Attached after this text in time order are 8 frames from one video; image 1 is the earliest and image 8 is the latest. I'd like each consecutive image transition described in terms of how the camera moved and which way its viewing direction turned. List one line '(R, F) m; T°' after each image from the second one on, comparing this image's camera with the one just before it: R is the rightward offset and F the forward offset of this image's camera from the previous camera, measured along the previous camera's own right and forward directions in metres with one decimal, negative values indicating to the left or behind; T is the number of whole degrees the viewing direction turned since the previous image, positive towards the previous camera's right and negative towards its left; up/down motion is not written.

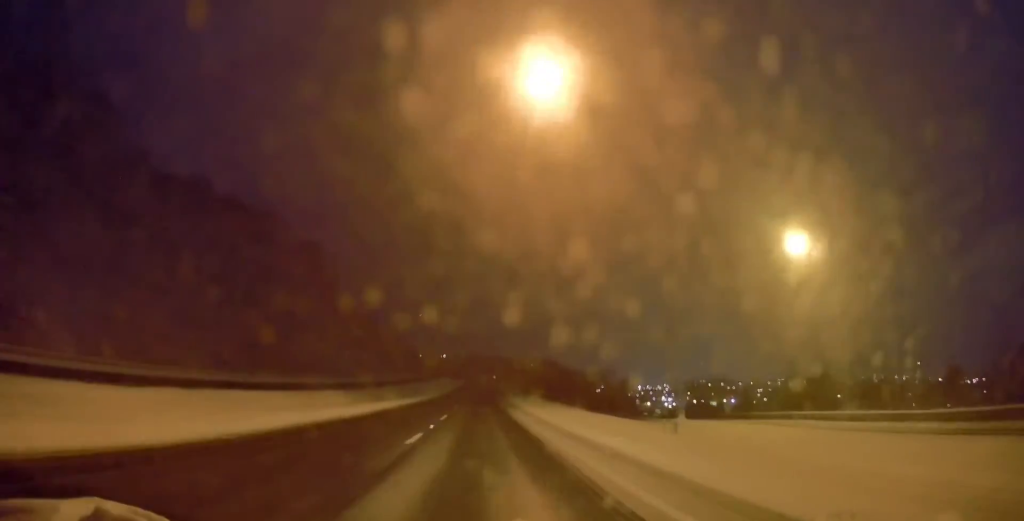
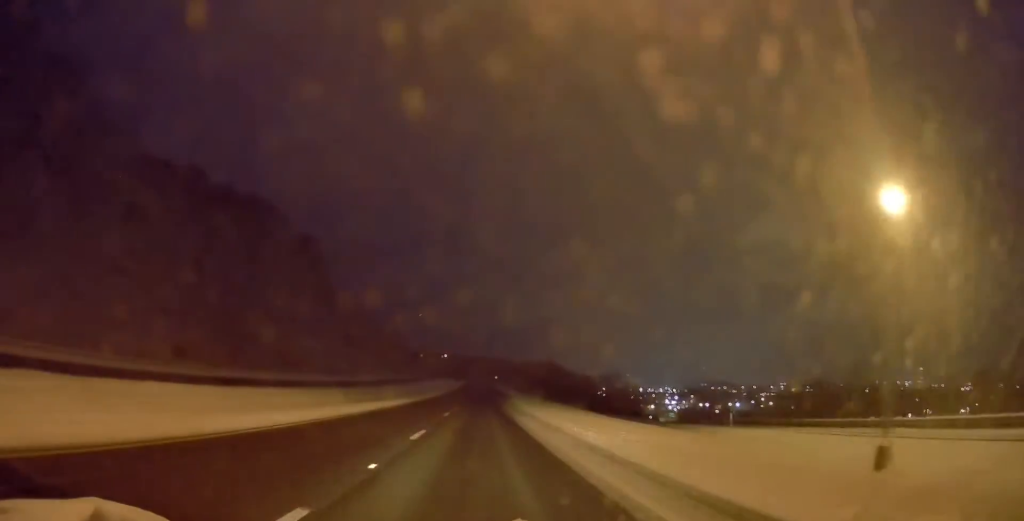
(-0.1, +11.3) m; 0°
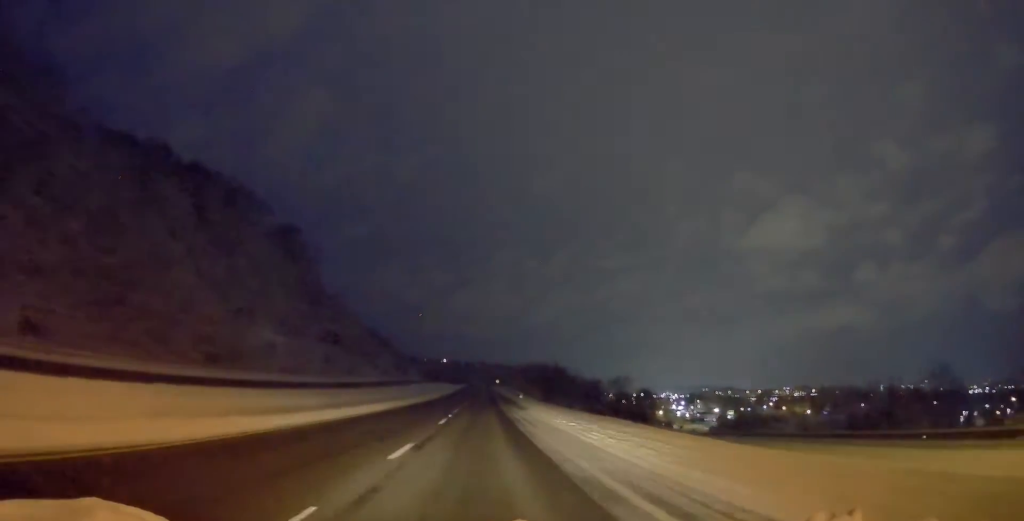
(-0.1, +29.3) m; 0°
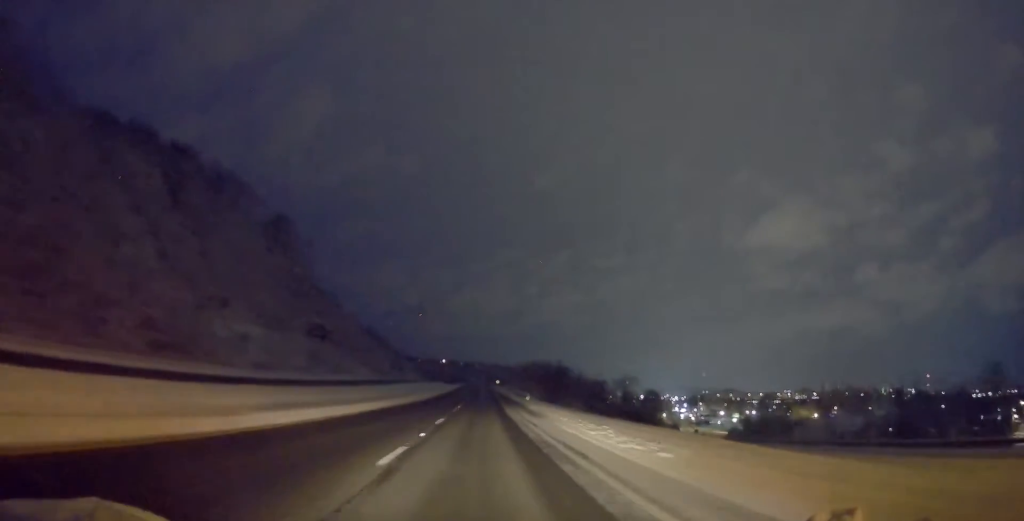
(0.0, +13.5) m; 0°
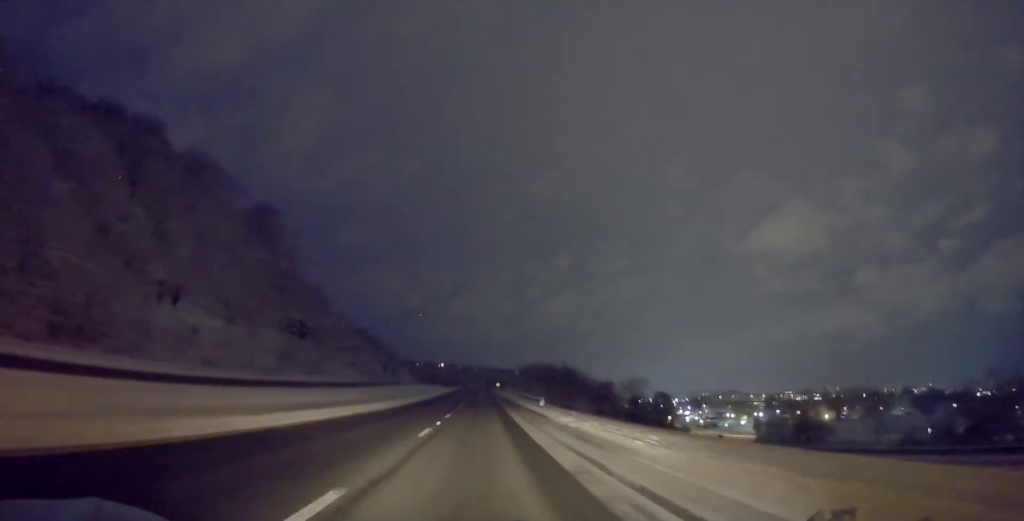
(-0.2, +18.1) m; 0°
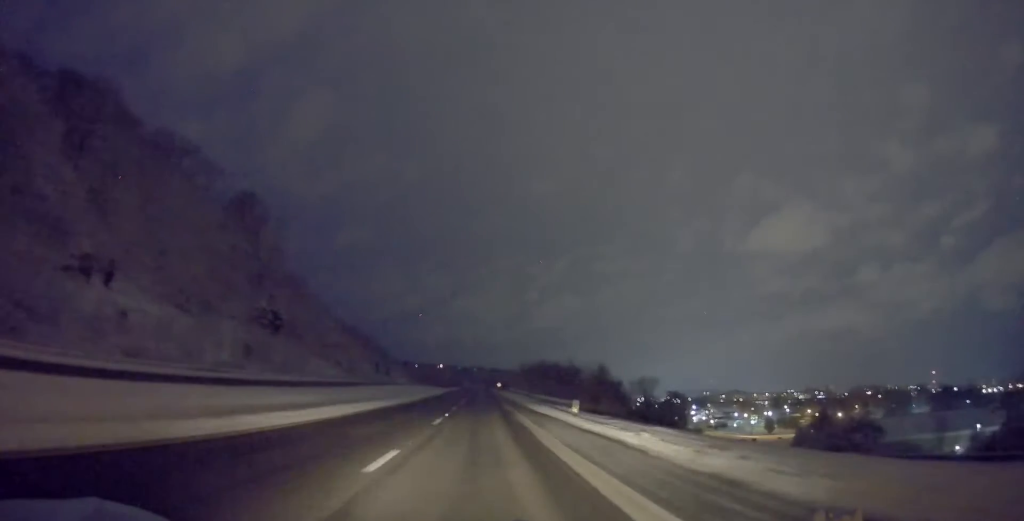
(+0.4, +19.5) m; 0°
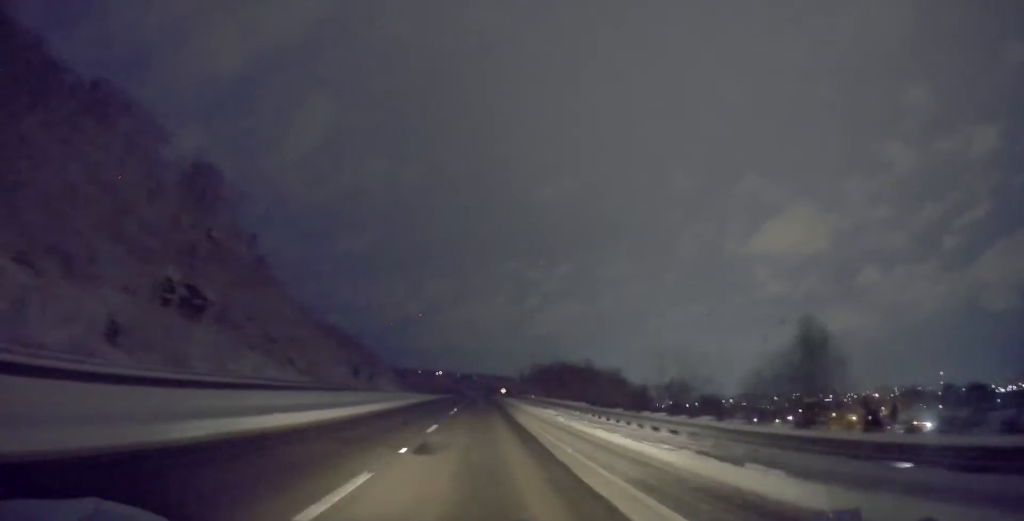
(-0.2, +40.3) m; 0°
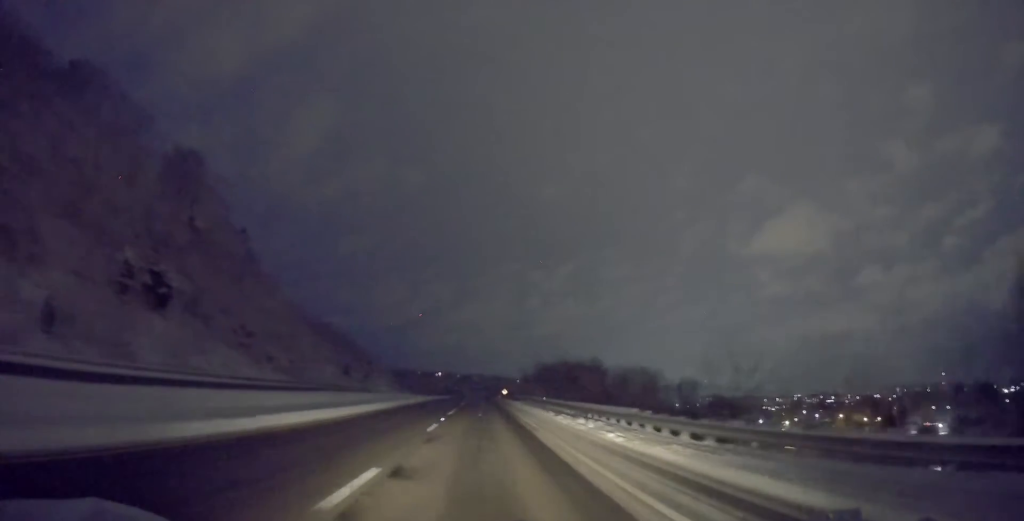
(0.0, +11.7) m; 0°
